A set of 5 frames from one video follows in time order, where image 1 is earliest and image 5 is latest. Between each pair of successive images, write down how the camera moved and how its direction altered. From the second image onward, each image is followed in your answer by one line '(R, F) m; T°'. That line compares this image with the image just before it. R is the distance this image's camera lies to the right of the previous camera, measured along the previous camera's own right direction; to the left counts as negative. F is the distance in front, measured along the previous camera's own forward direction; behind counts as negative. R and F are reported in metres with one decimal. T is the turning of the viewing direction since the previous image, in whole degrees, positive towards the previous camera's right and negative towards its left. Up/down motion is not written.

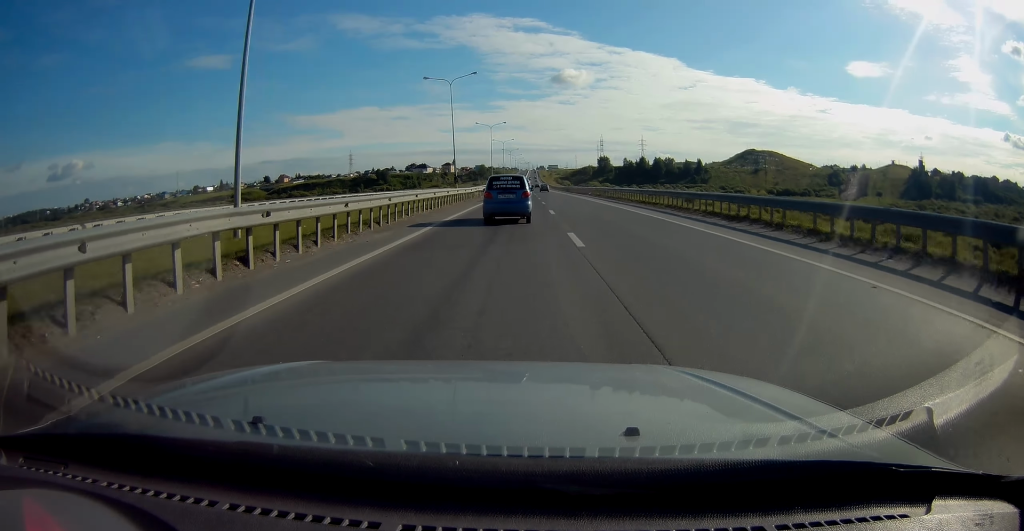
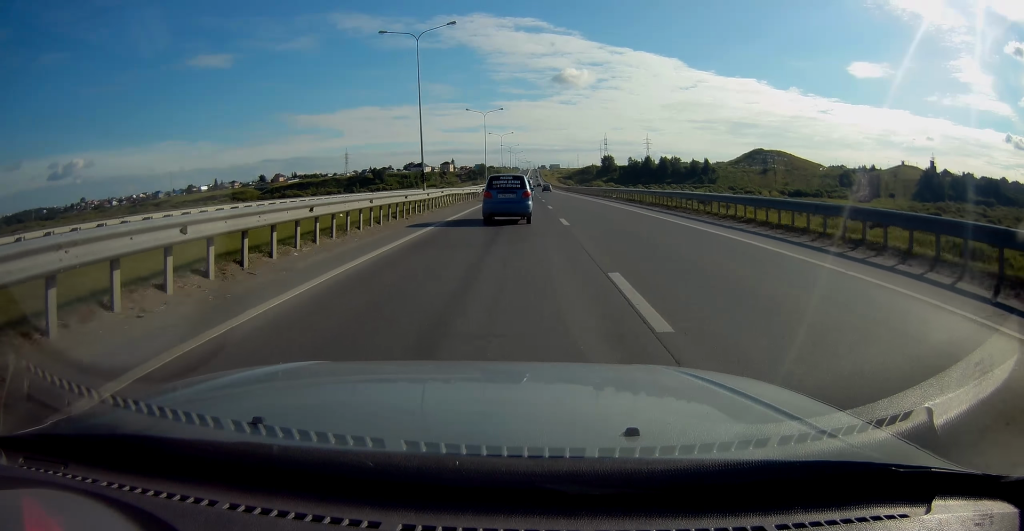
(0.0, +19.6) m; 0°
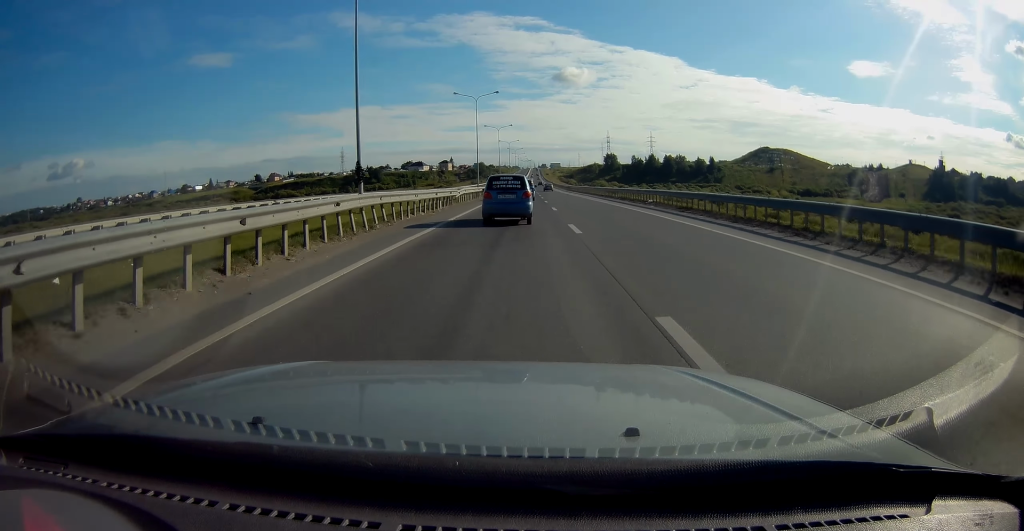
(0.0, +15.4) m; 0°
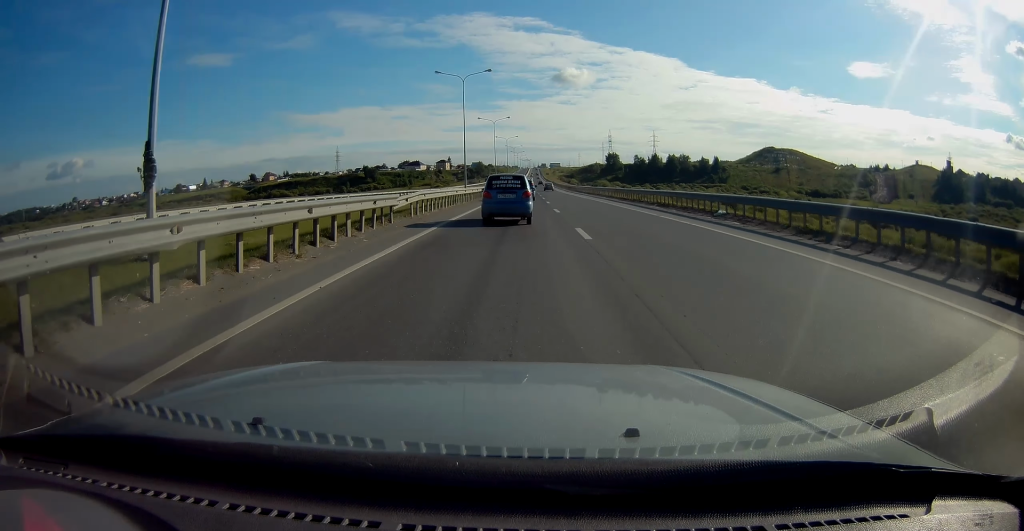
(0.0, +14.5) m; 0°
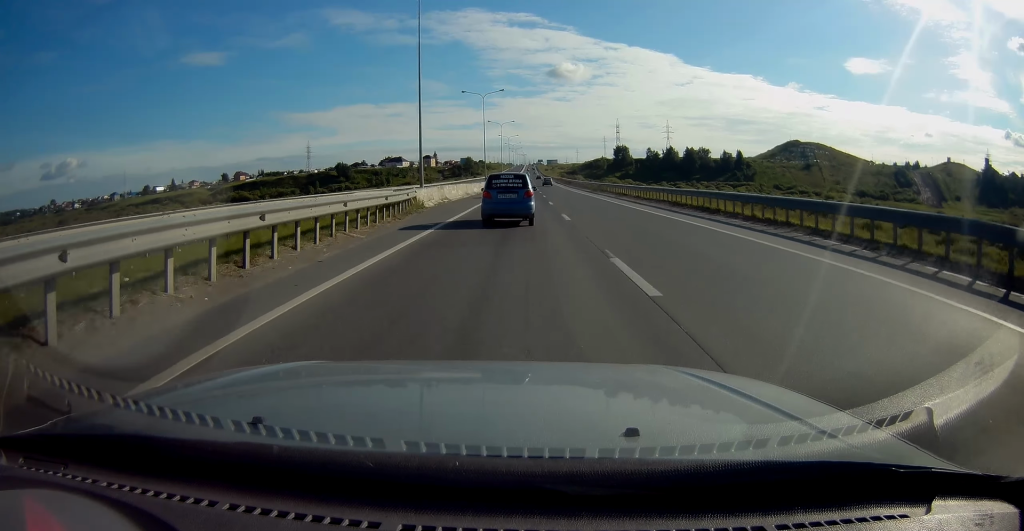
(-0.1, +68.0) m; 0°
